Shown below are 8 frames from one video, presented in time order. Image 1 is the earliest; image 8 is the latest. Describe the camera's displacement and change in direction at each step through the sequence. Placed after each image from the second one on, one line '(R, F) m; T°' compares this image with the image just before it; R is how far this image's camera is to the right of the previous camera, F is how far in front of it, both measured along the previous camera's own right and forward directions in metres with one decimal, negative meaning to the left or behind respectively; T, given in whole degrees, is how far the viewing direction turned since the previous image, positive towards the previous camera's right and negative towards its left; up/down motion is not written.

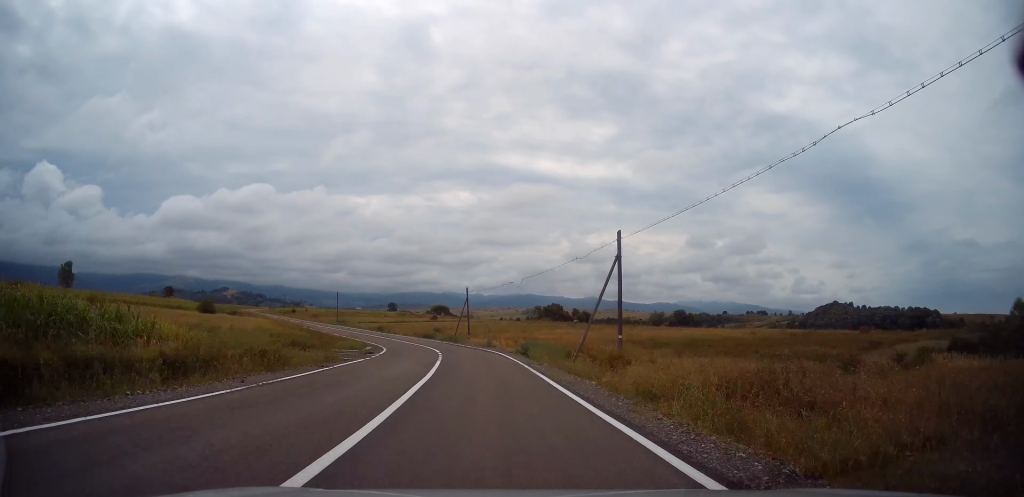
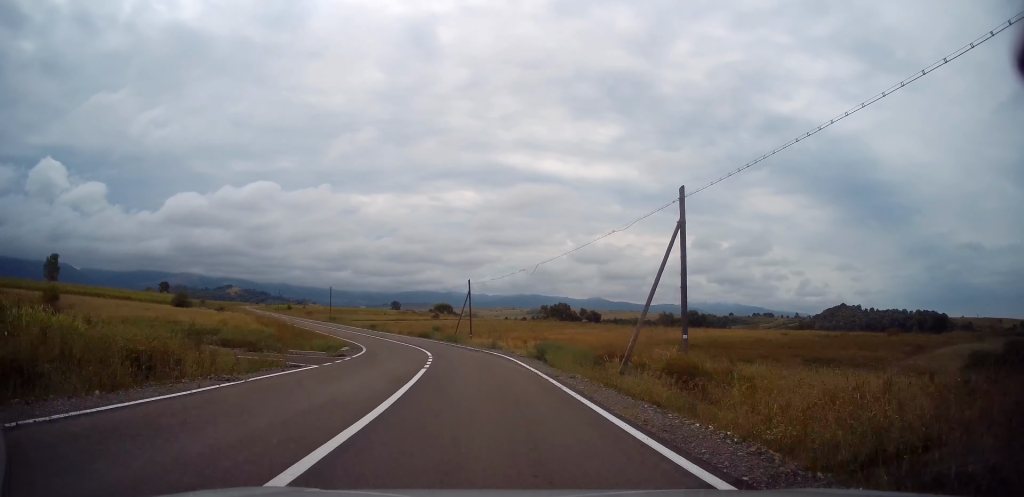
(-0.1, +7.9) m; -1°
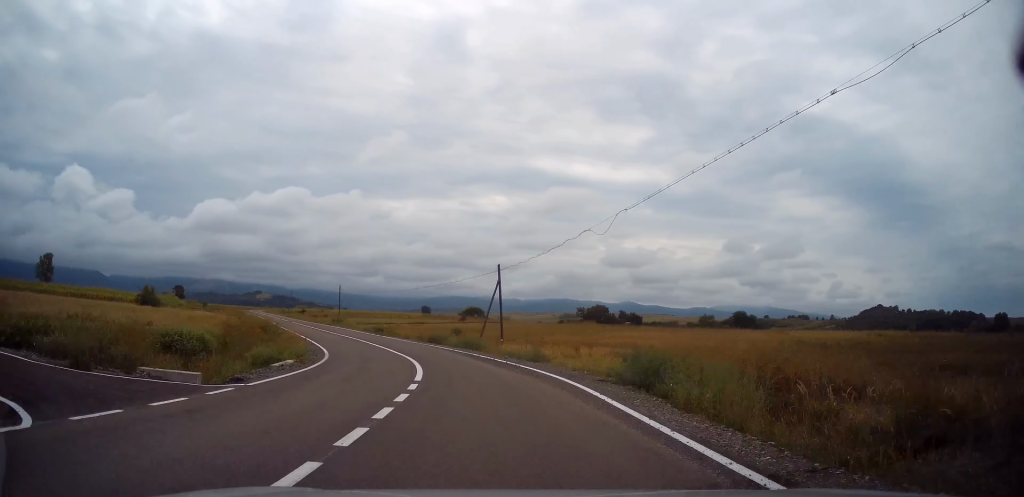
(-0.2, +14.0) m; -3°
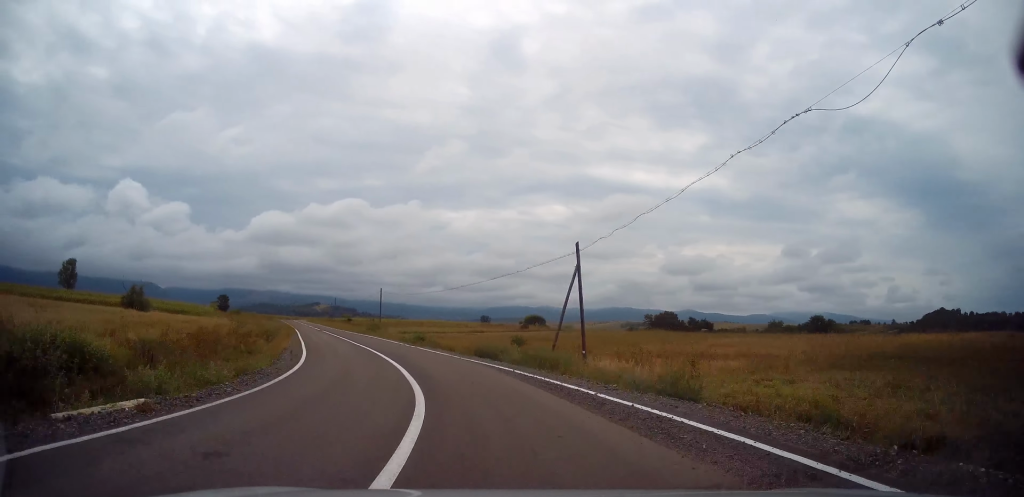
(-0.4, +12.2) m; -6°
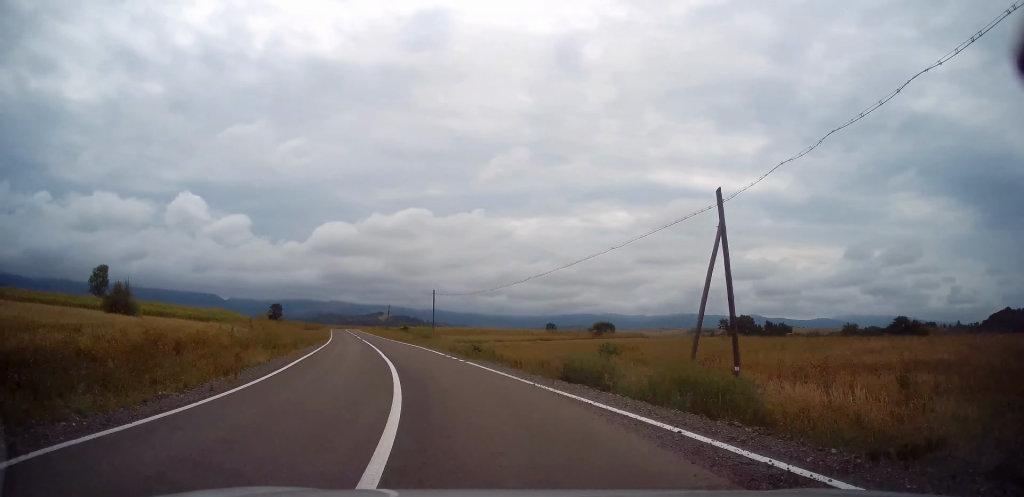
(-0.5, +10.9) m; -6°
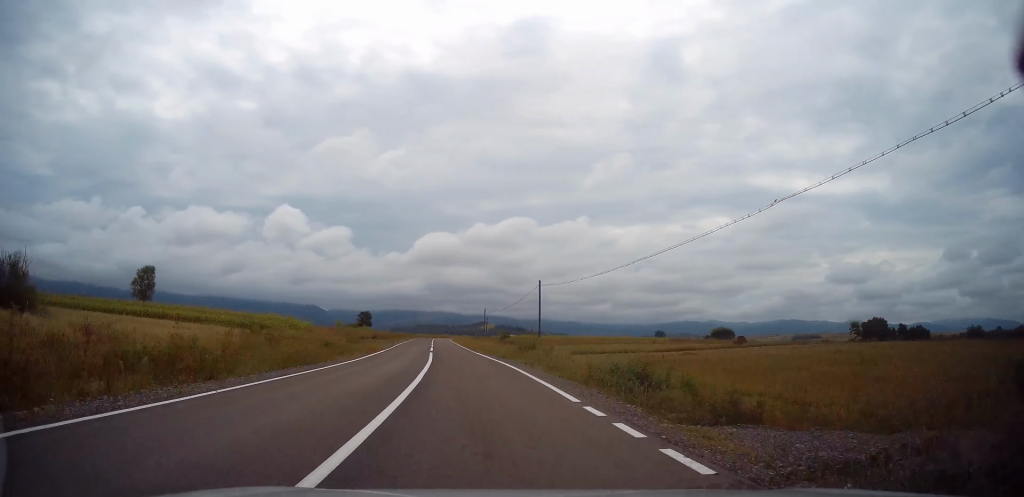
(-2.0, +19.5) m; -9°
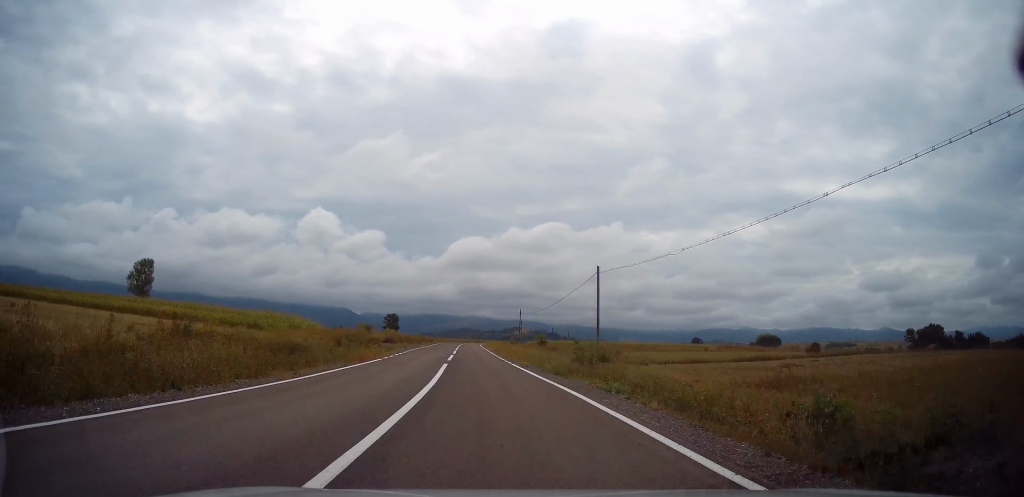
(-0.3, +11.8) m; -4°
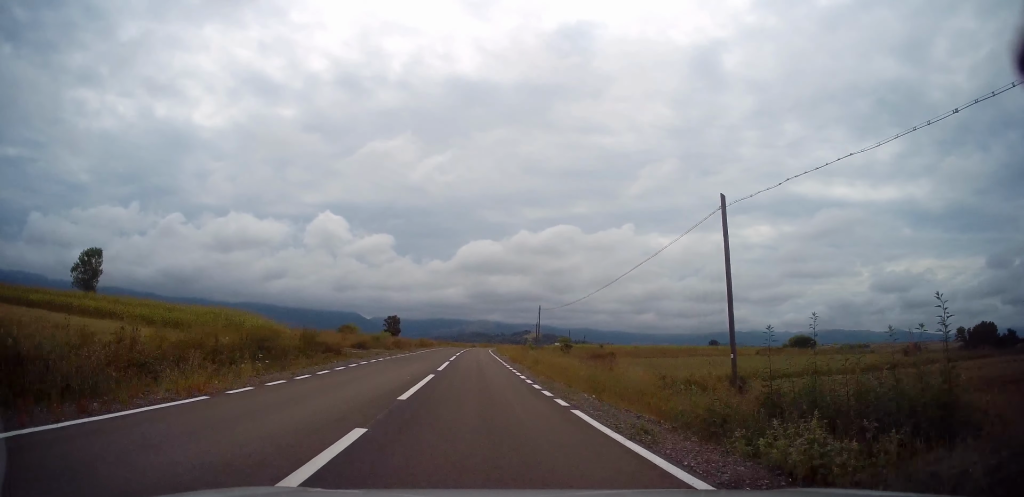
(-0.7, +17.5) m; -4°
